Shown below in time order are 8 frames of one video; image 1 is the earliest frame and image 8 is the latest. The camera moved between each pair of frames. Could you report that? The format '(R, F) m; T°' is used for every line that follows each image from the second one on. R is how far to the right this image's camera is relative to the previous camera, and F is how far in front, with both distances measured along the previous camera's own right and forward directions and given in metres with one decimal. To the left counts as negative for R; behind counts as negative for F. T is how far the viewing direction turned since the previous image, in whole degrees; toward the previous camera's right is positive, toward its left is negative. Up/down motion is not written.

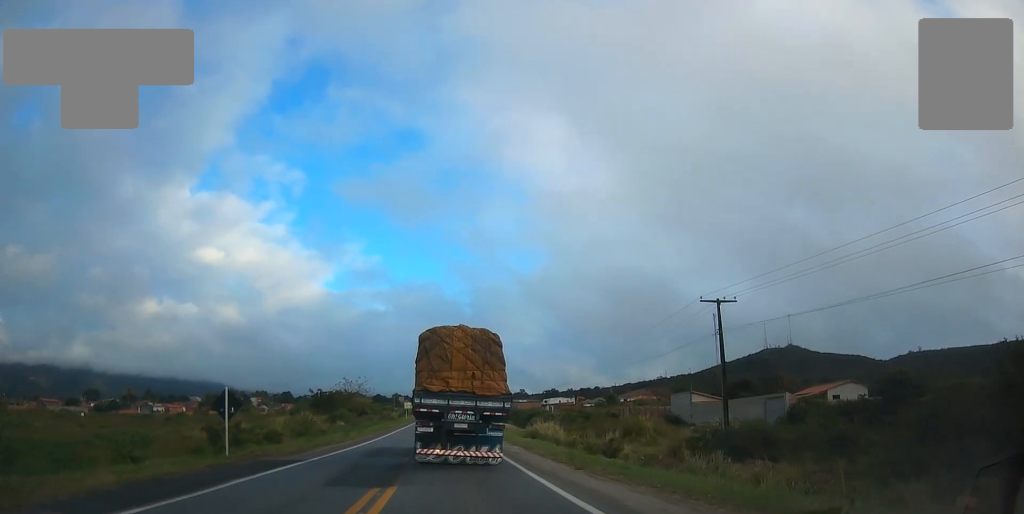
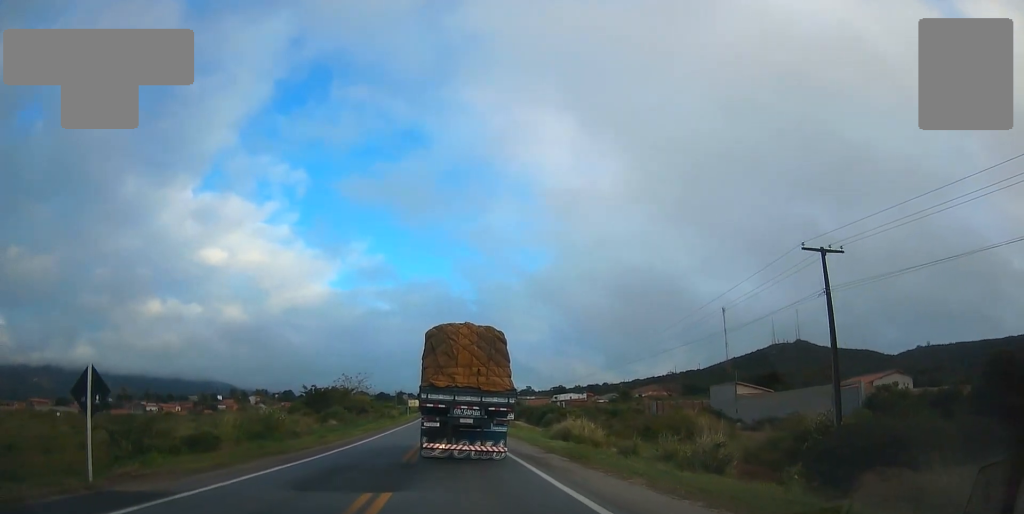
(0.0, +10.2) m; -1°
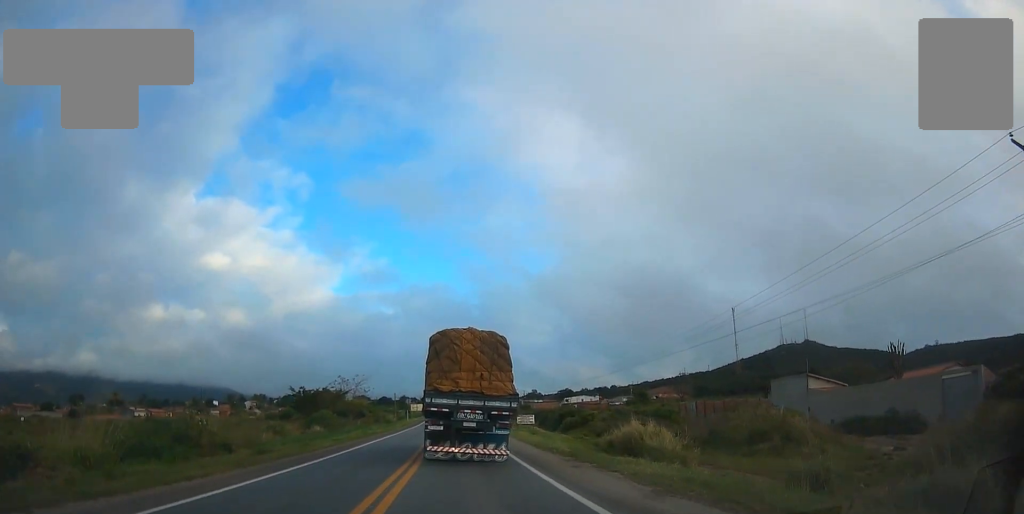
(0.0, +12.5) m; -1°
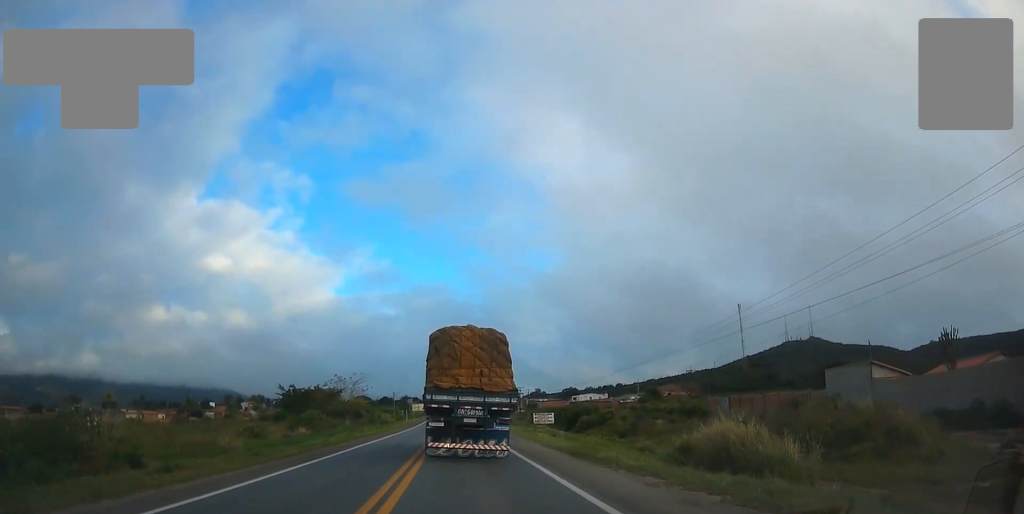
(-0.2, +8.3) m; -1°
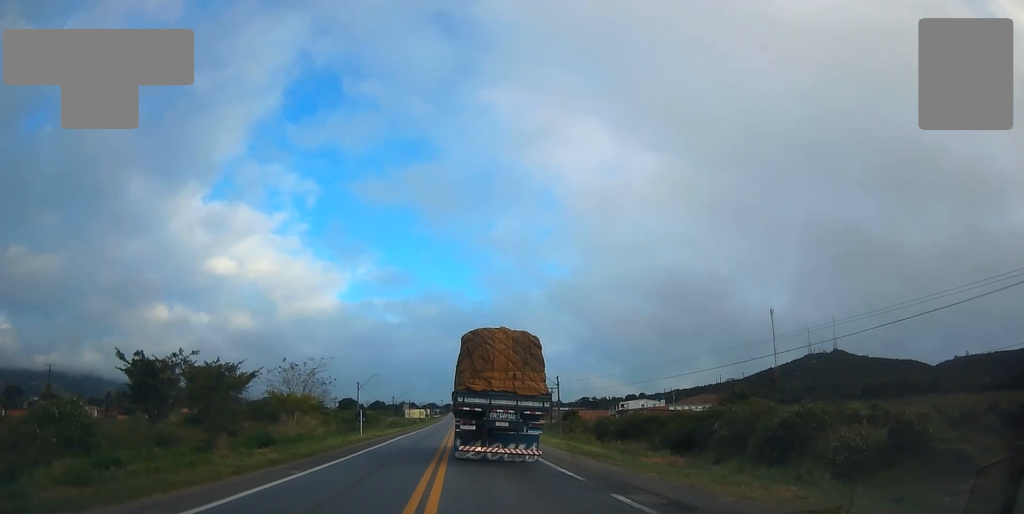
(-0.2, +52.0) m; +1°
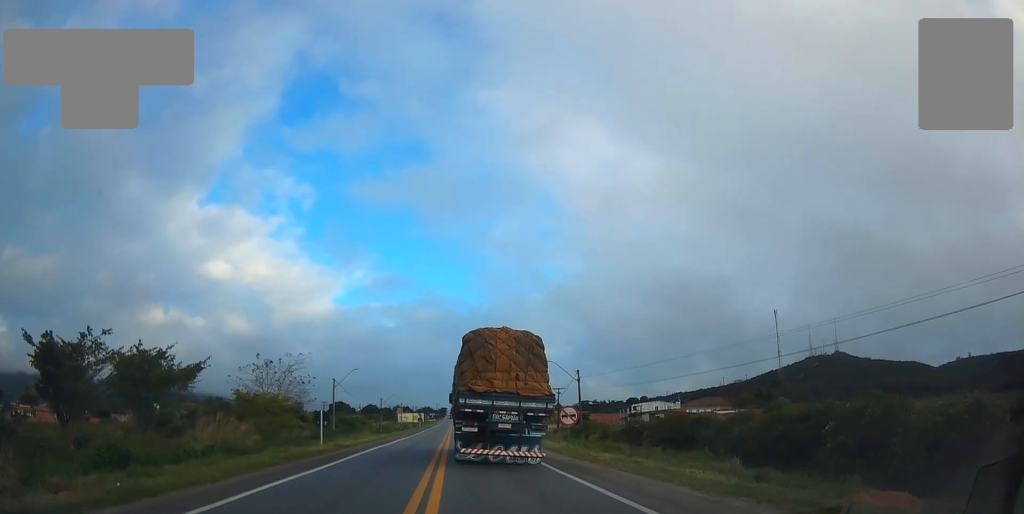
(-0.1, +13.0) m; -1°
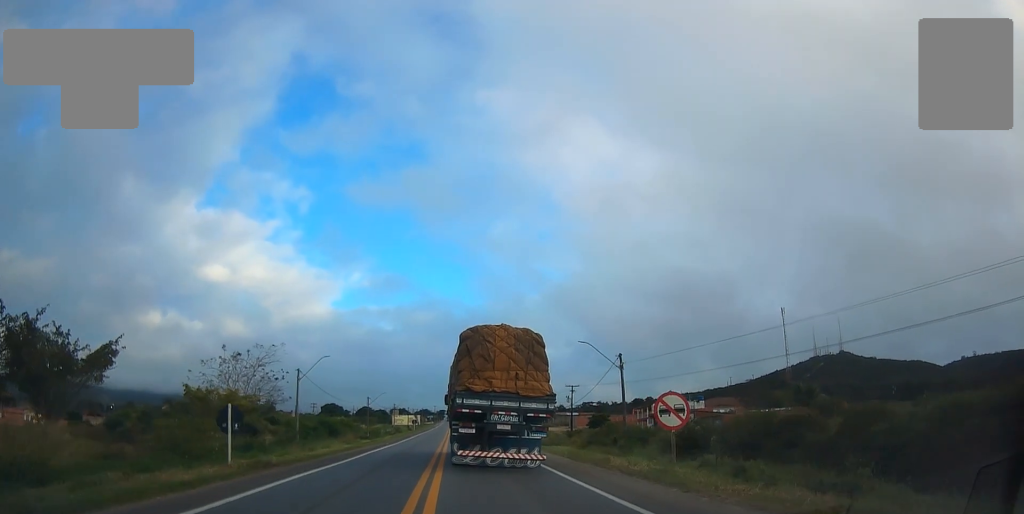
(-0.1, +14.1) m; -1°
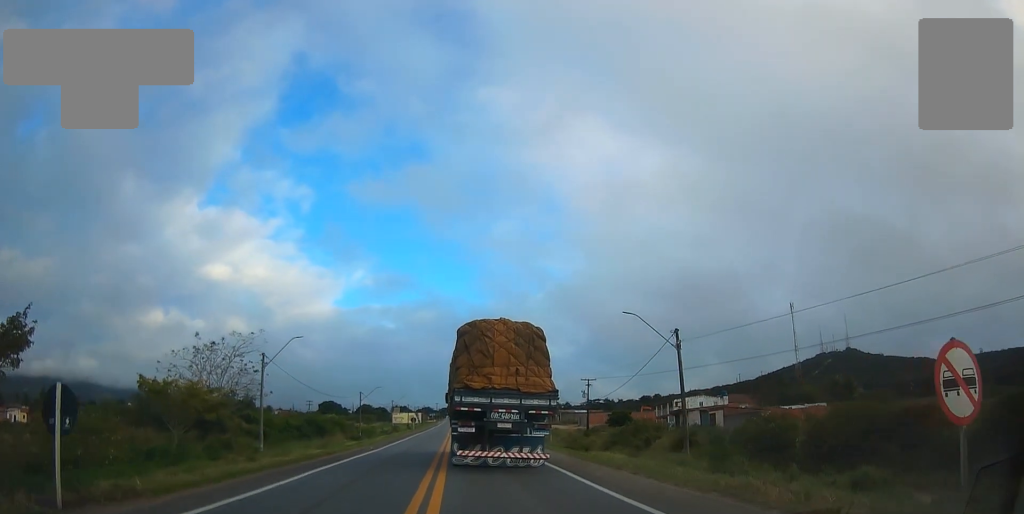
(+0.1, +9.8) m; -1°
